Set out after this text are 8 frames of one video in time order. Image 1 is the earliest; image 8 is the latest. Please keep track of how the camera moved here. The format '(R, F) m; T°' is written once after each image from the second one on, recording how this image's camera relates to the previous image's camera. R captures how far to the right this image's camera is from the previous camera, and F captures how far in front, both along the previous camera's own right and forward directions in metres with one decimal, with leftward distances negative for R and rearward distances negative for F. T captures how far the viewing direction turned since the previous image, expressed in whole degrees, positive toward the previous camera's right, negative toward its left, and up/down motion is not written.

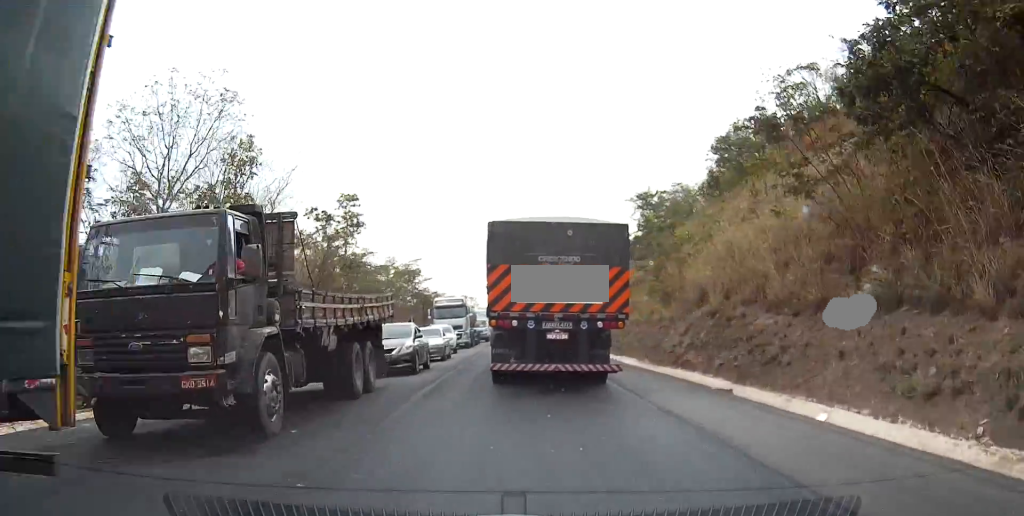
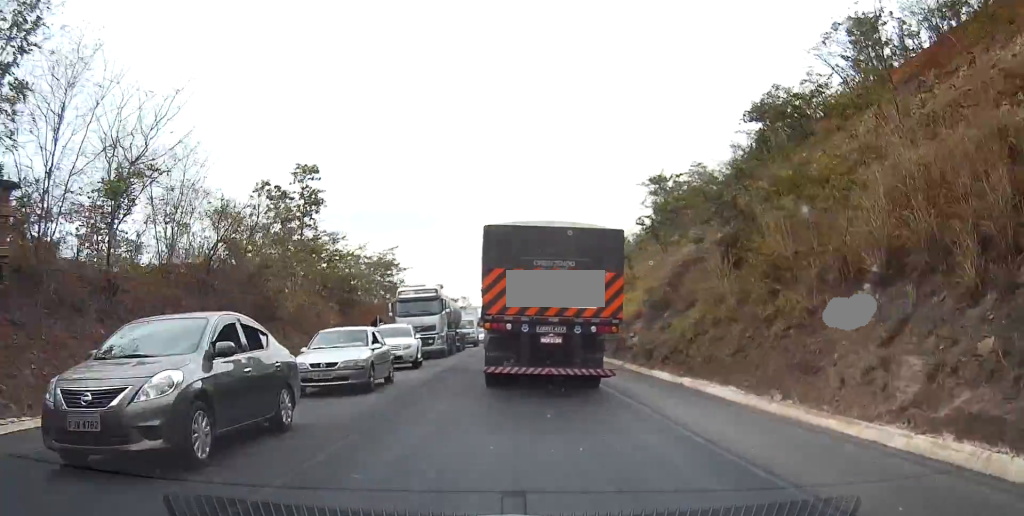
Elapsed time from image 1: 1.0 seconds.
(+0.2, +14.4) m; 0°
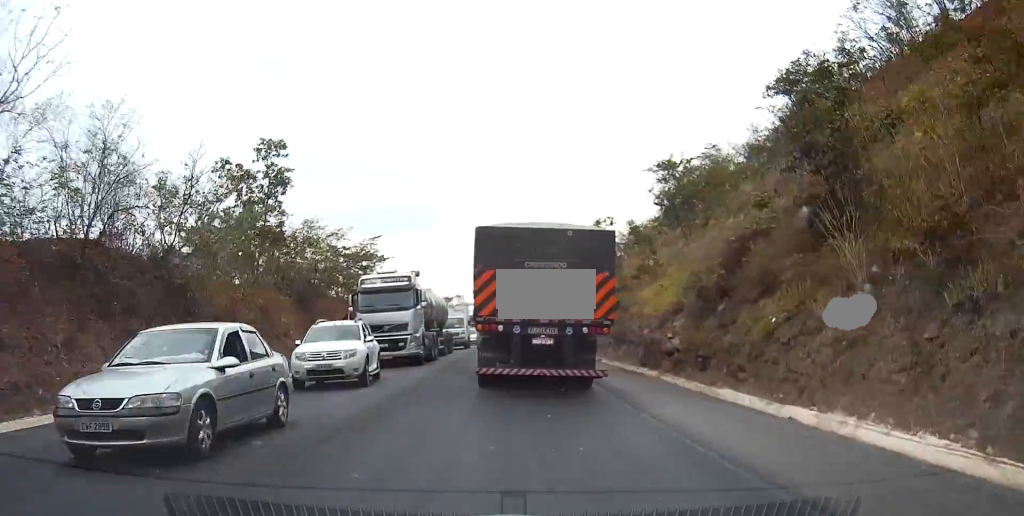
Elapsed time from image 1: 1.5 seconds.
(-0.1, +8.3) m; 0°
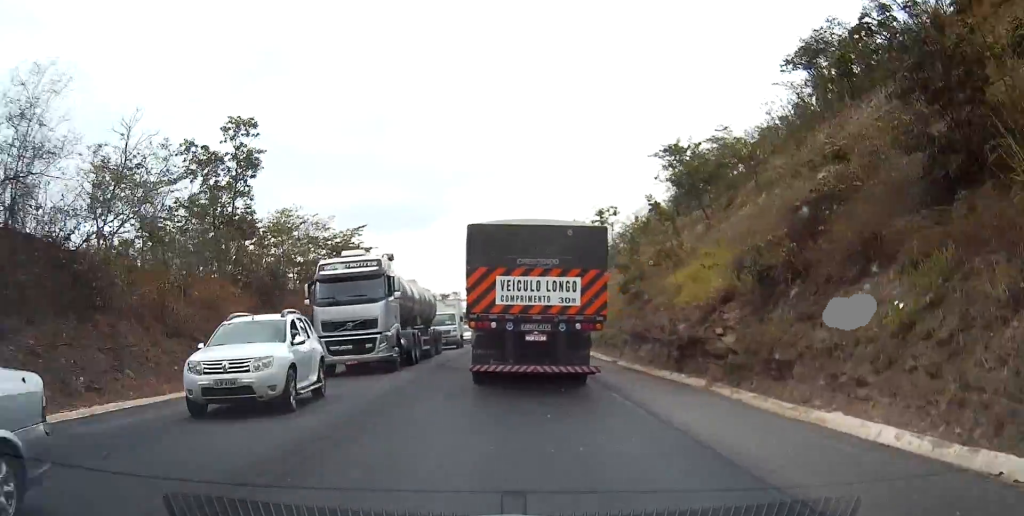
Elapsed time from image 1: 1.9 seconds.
(0.0, +5.9) m; 0°
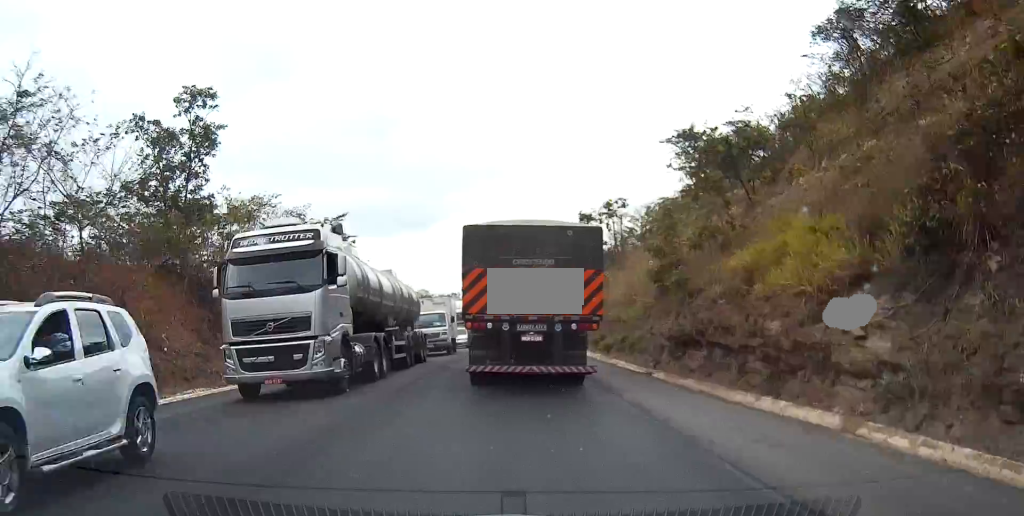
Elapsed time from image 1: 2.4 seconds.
(0.0, +7.3) m; 0°
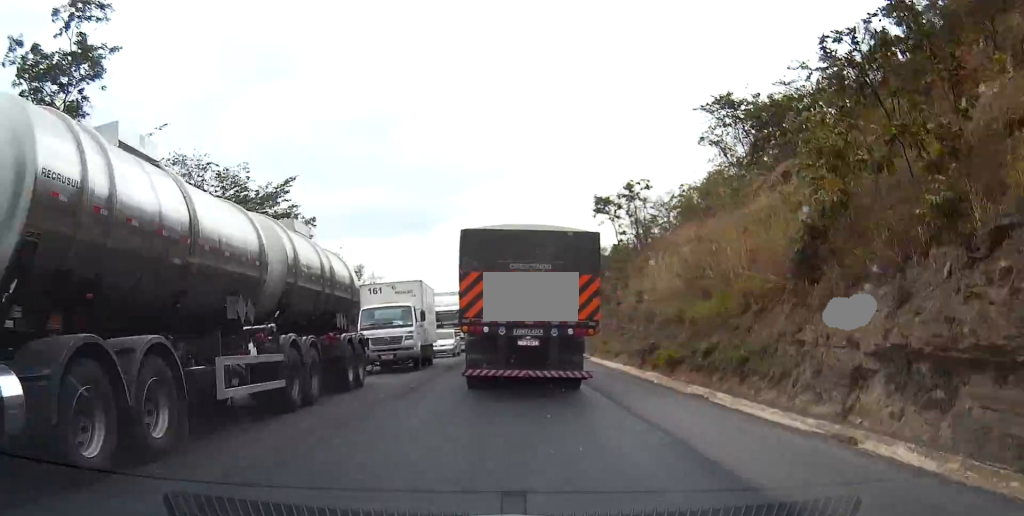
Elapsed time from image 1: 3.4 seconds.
(-0.1, +13.6) m; -1°
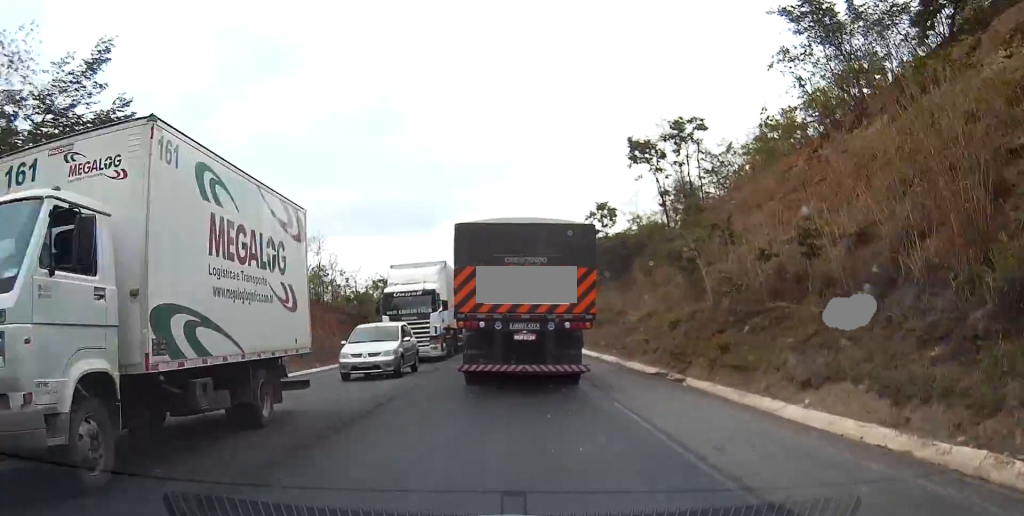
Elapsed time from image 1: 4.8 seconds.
(-0.2, +20.7) m; 0°
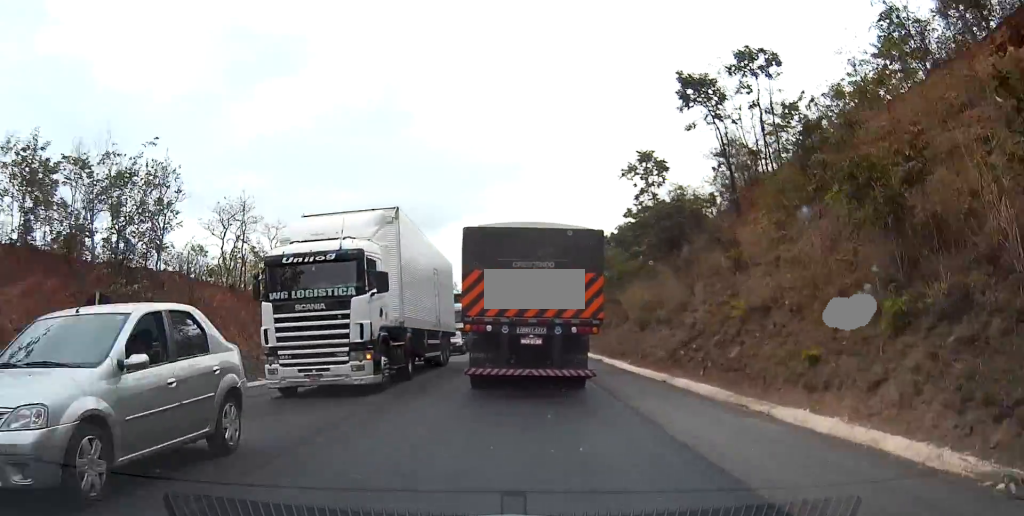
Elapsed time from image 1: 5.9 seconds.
(+0.1, +15.2) m; 0°
